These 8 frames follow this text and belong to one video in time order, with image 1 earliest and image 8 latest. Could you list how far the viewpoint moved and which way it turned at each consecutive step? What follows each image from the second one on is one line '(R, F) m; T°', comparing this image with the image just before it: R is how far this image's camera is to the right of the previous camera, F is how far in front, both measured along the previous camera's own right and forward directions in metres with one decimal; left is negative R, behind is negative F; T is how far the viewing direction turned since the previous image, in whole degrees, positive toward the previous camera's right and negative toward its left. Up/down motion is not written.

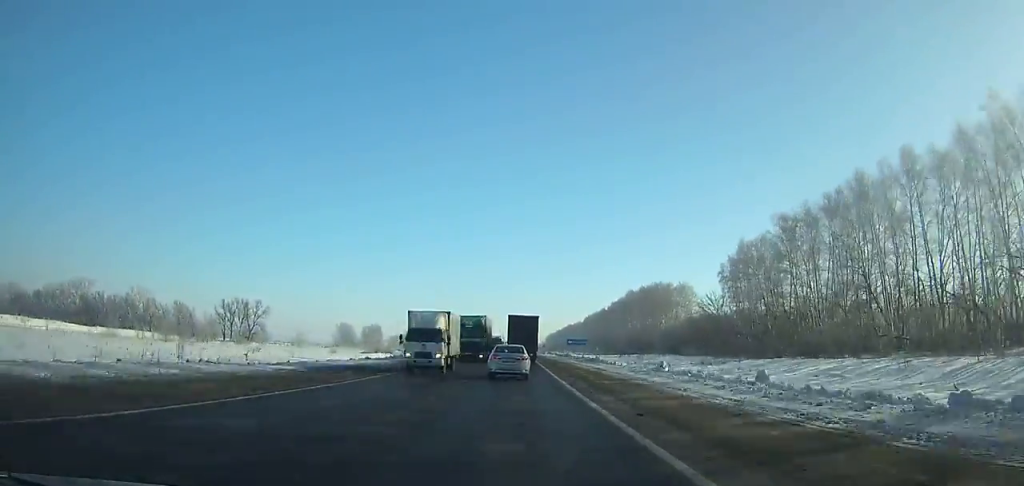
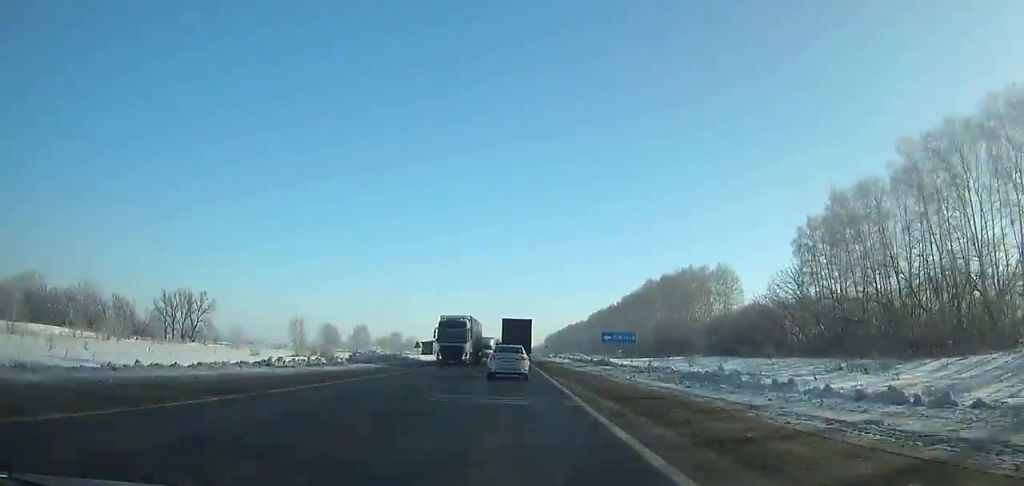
(+0.1, +39.7) m; 0°
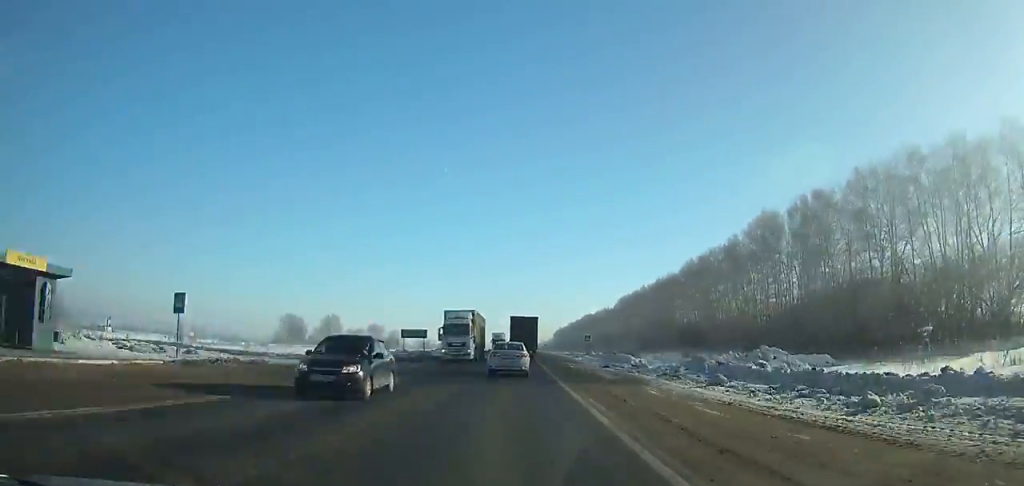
(-0.3, +94.9) m; 0°
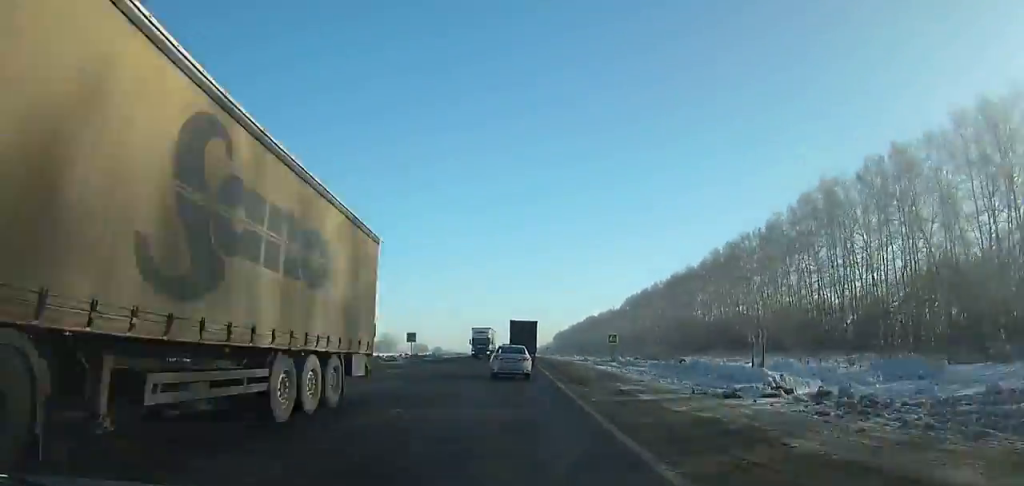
(0.0, +23.8) m; 0°
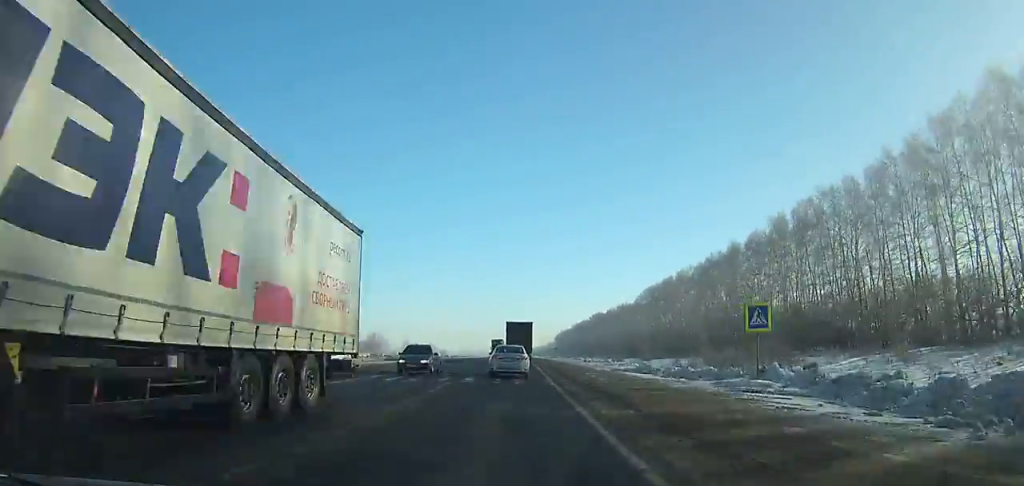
(0.0, +38.1) m; 0°
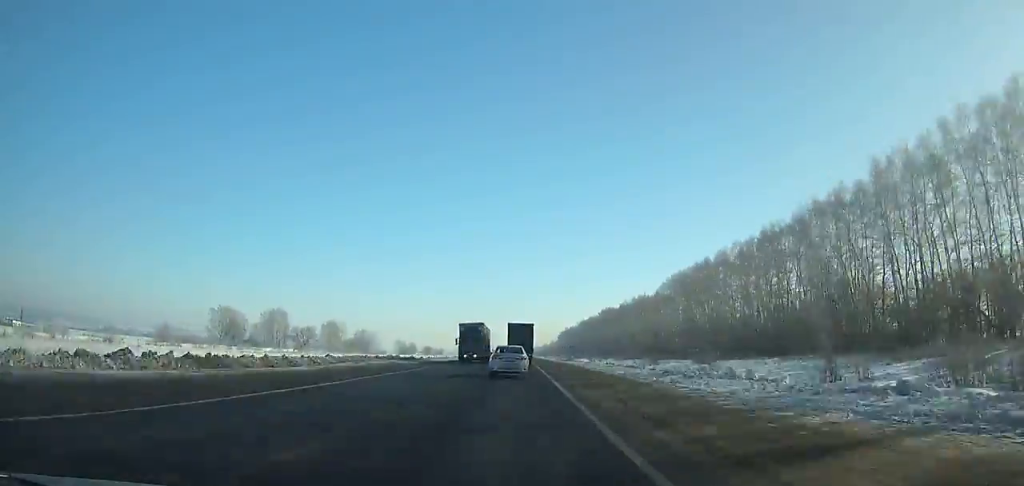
(0.0, +36.7) m; 0°
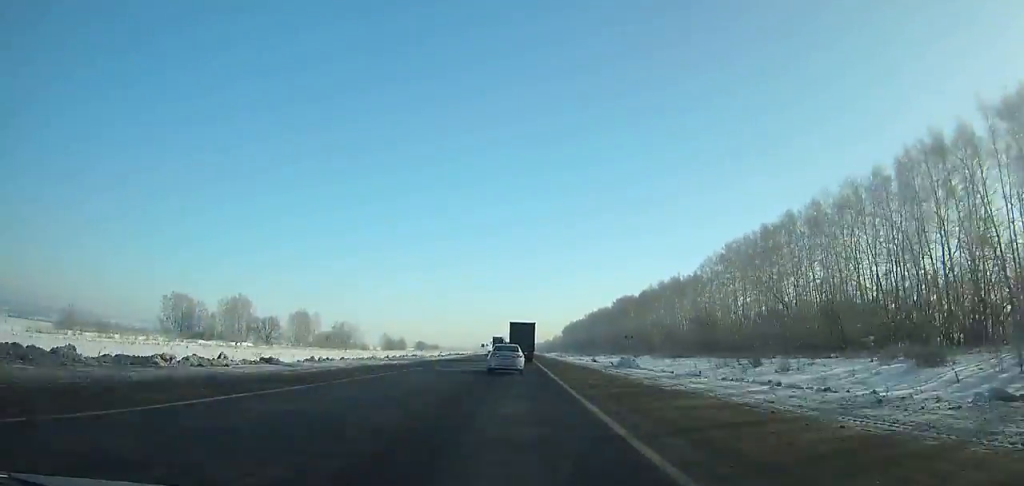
(+0.1, +49.7) m; 0°
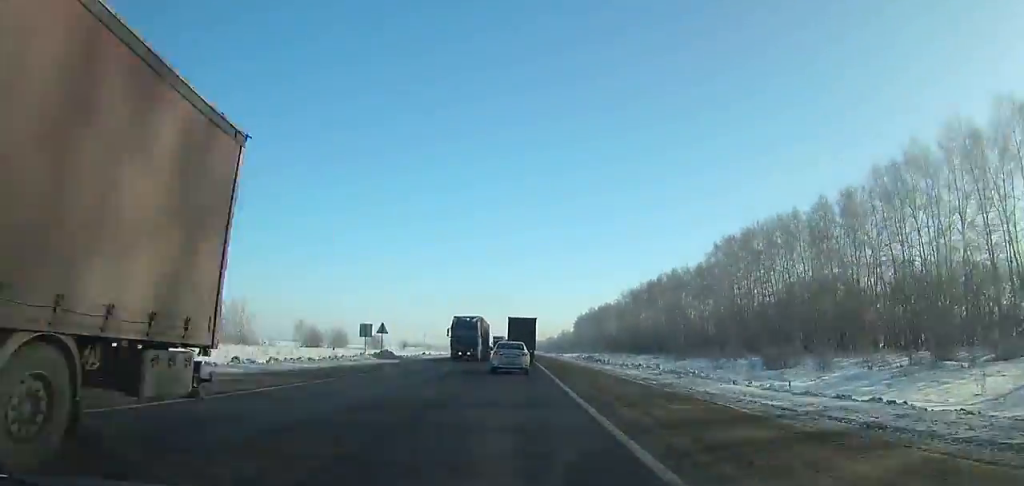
(+0.3, +151.6) m; 0°
